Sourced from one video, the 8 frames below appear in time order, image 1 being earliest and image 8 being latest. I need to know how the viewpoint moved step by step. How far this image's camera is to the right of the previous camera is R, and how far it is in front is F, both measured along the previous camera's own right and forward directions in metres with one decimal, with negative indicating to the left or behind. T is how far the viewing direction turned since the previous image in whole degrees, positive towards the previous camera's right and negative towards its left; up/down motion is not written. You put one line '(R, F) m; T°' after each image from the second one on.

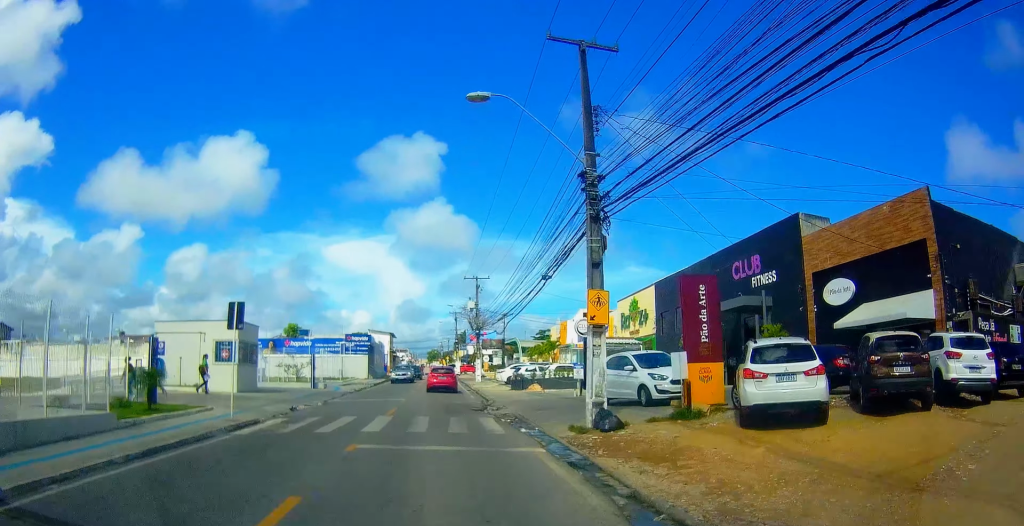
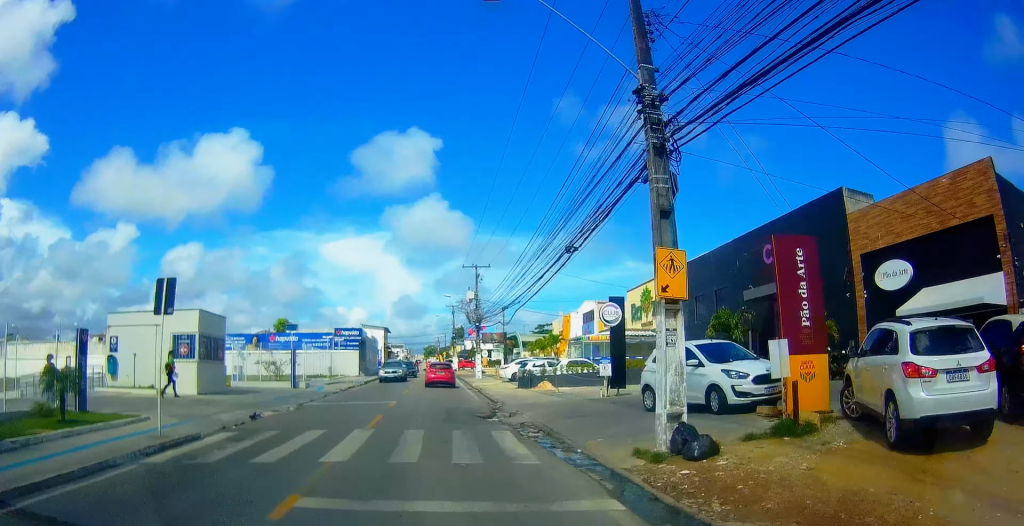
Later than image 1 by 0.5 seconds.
(+0.2, +4.4) m; 0°
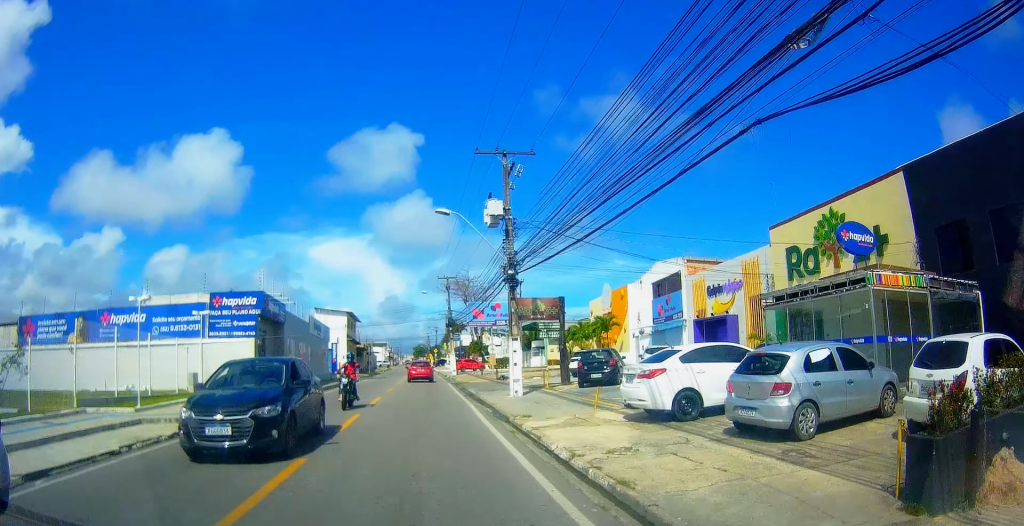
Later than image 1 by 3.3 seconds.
(+0.3, +28.4) m; +2°
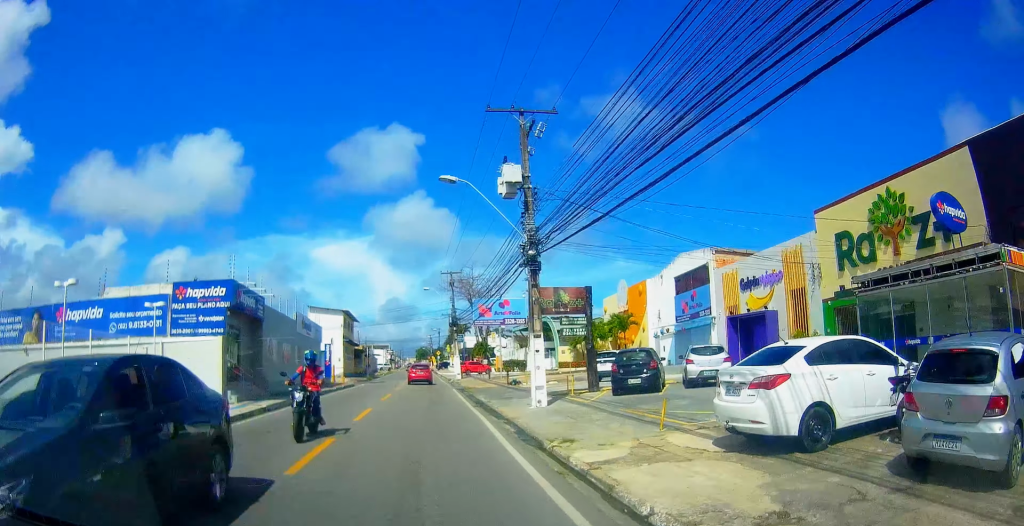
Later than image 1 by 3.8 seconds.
(0.0, +4.2) m; 0°
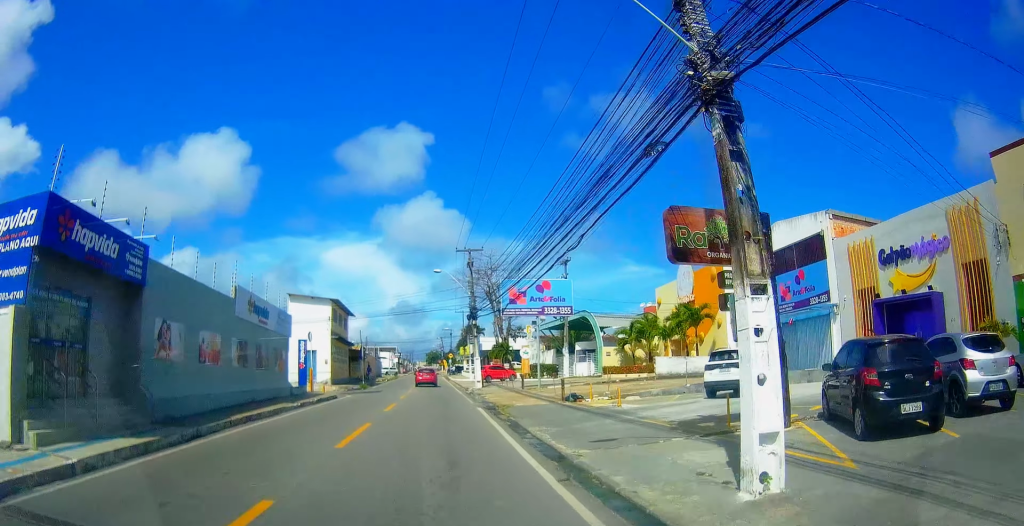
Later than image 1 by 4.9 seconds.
(-0.1, +11.9) m; -4°
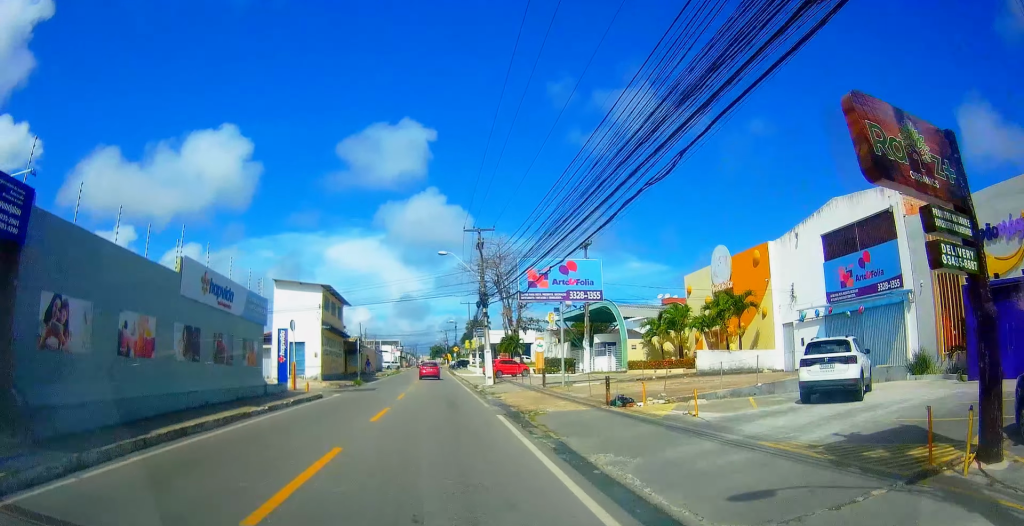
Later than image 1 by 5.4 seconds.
(-0.4, +5.2) m; 0°
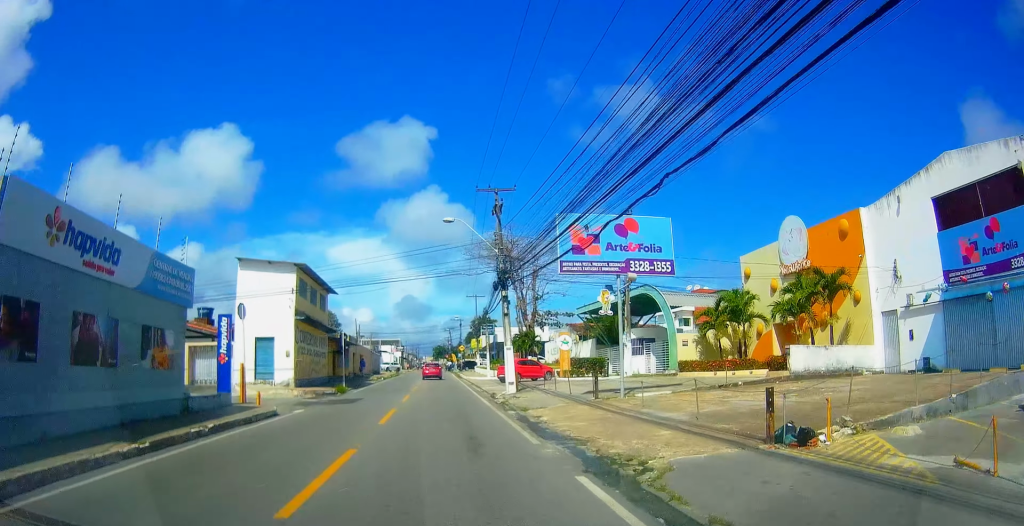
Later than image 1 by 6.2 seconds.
(-0.1, +8.3) m; +1°
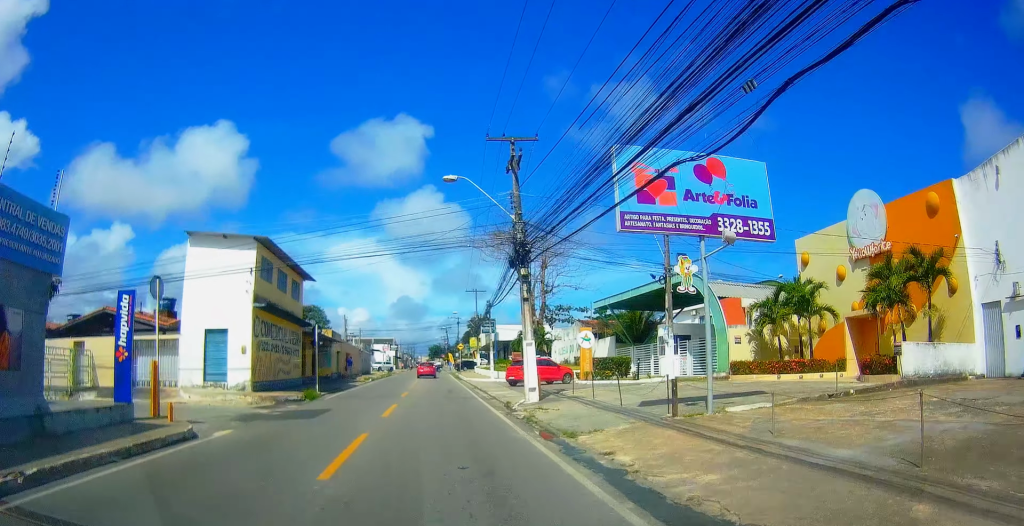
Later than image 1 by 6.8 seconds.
(+0.3, +6.6) m; +2°
